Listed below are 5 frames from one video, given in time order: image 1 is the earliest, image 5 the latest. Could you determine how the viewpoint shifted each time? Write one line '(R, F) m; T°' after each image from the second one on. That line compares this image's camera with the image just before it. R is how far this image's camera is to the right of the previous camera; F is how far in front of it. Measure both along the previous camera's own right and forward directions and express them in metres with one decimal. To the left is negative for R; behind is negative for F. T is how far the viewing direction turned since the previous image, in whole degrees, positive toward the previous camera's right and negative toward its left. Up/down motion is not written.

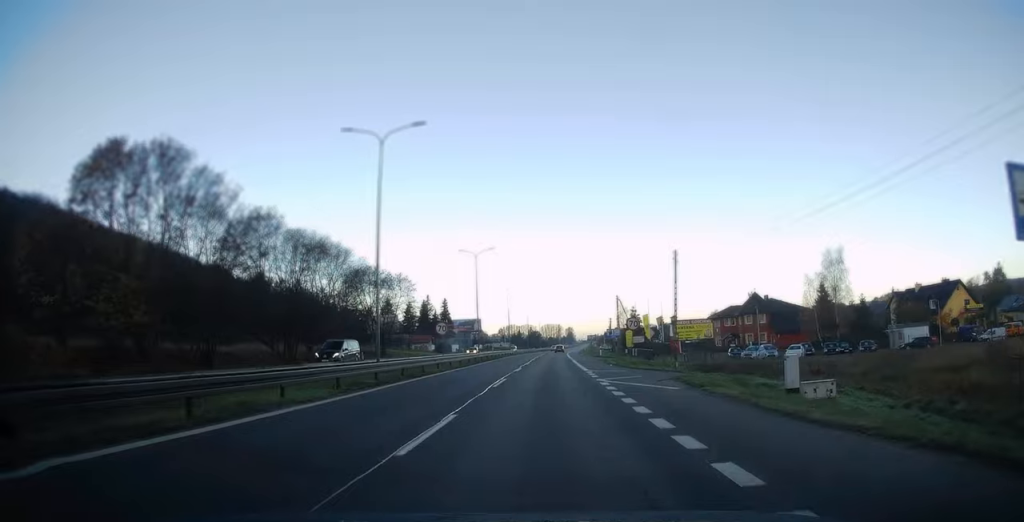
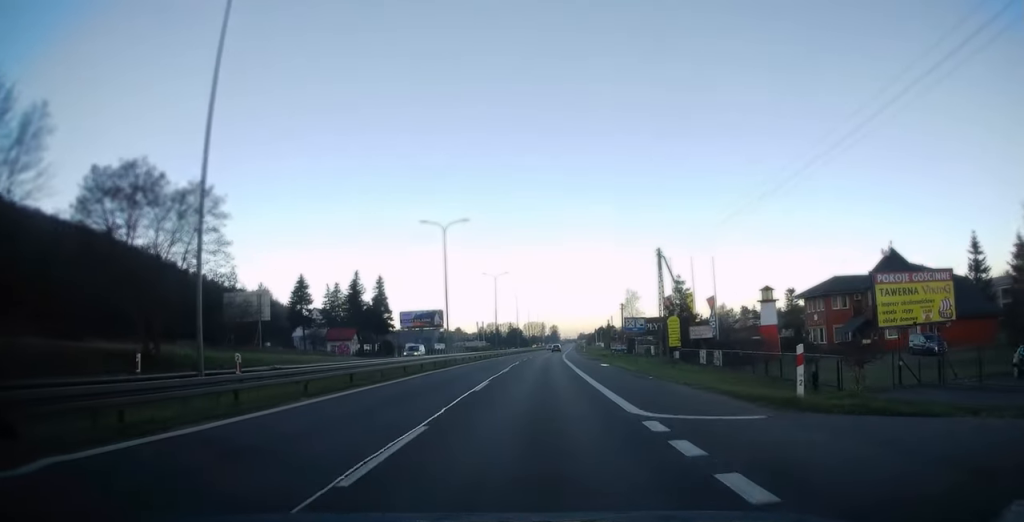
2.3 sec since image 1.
(0.0, +49.8) m; +1°
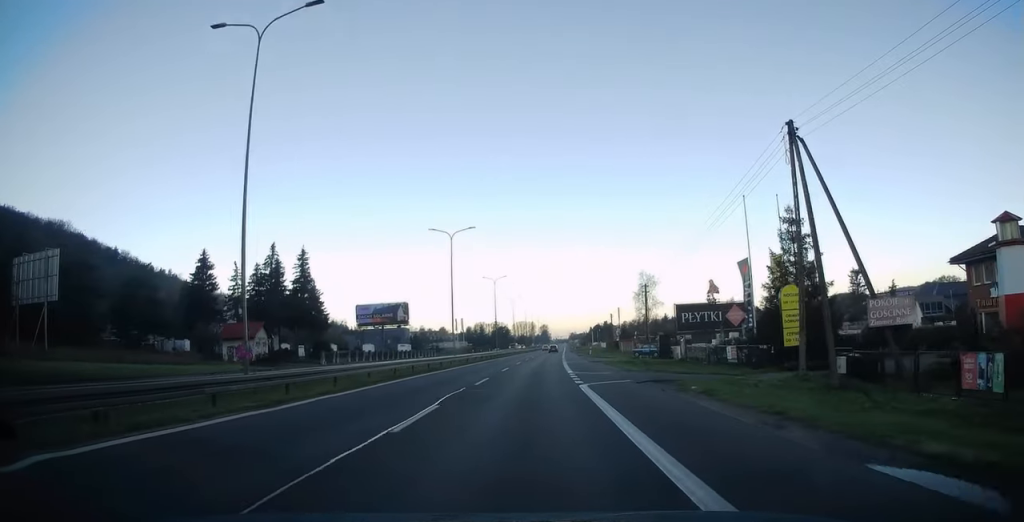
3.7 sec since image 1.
(+0.5, +32.2) m; +2°
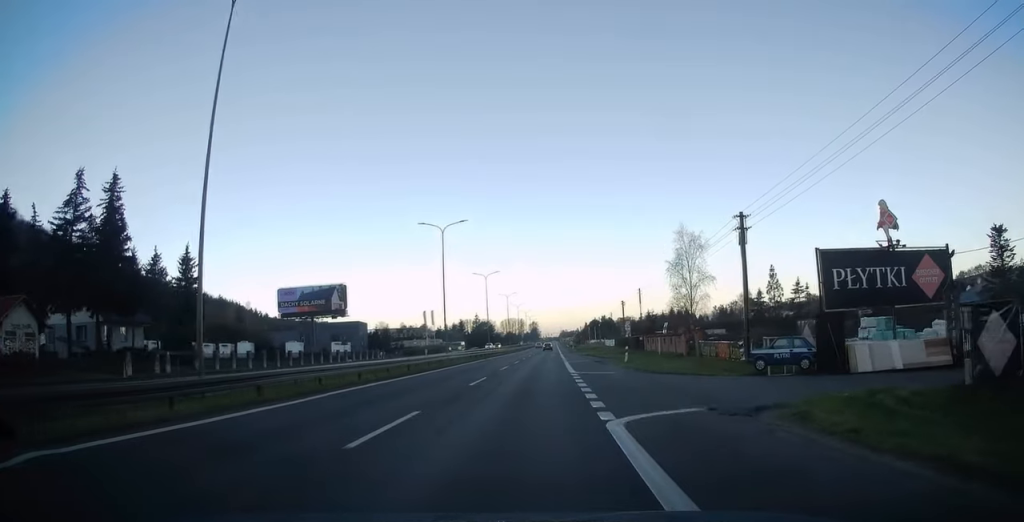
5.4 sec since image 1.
(+0.1, +37.3) m; +1°
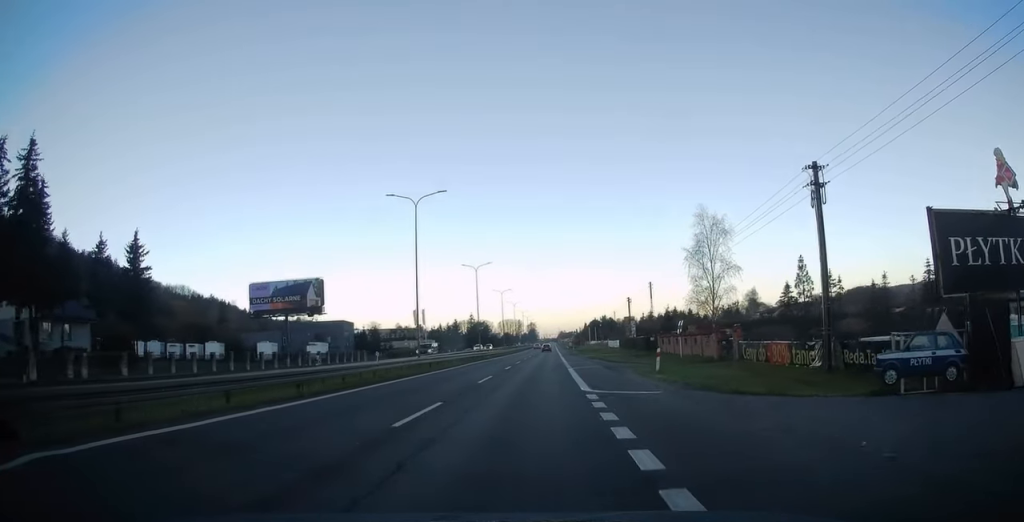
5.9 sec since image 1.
(0.0, +9.9) m; +1°
